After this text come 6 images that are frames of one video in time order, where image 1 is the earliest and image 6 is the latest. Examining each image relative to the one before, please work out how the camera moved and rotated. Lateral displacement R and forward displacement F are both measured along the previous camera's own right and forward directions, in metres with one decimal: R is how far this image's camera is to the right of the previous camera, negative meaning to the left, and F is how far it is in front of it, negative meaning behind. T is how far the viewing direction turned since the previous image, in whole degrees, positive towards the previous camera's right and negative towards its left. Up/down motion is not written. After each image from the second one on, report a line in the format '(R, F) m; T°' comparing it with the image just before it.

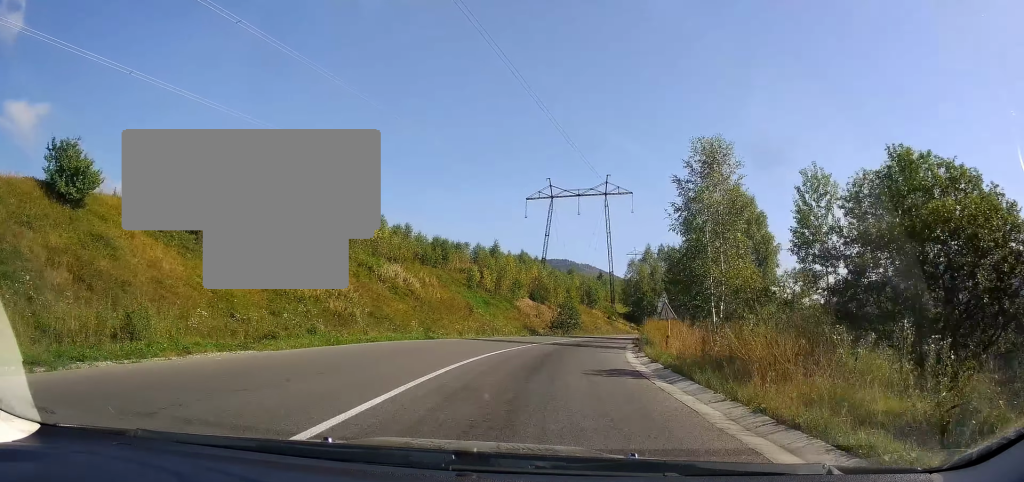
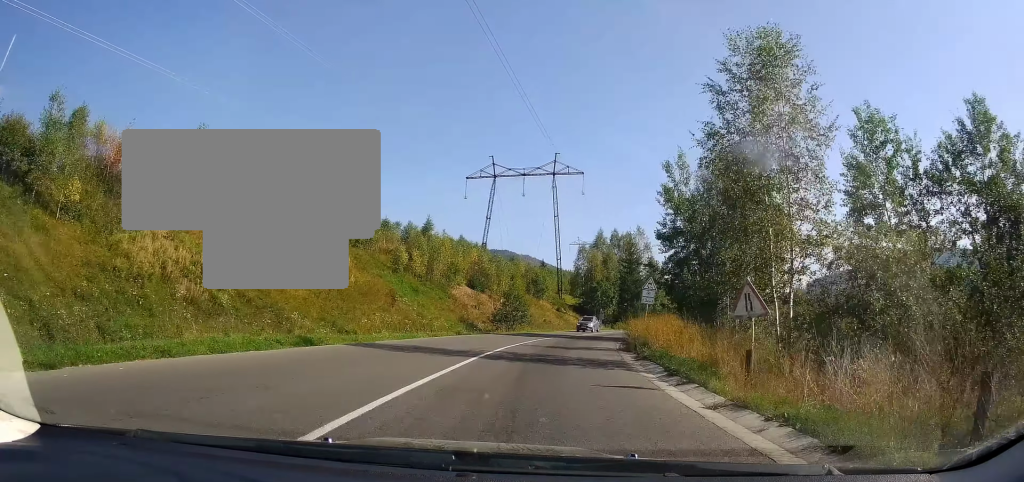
(+0.6, +12.0) m; +6°
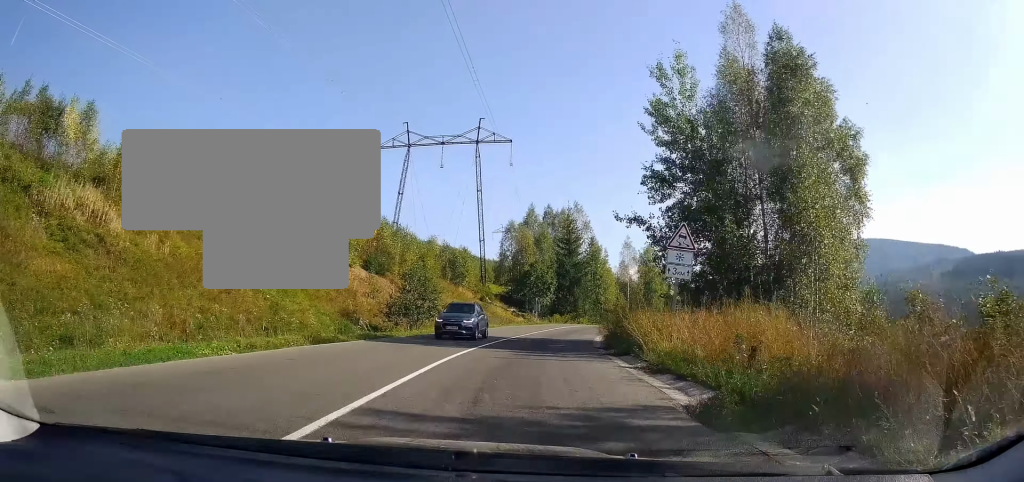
(+1.5, +18.1) m; +8°
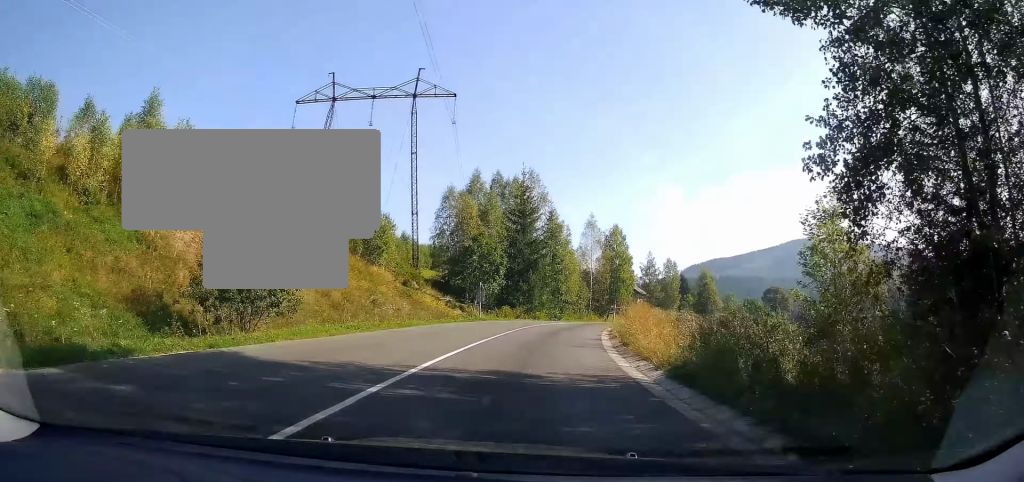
(+1.3, +18.8) m; +7°
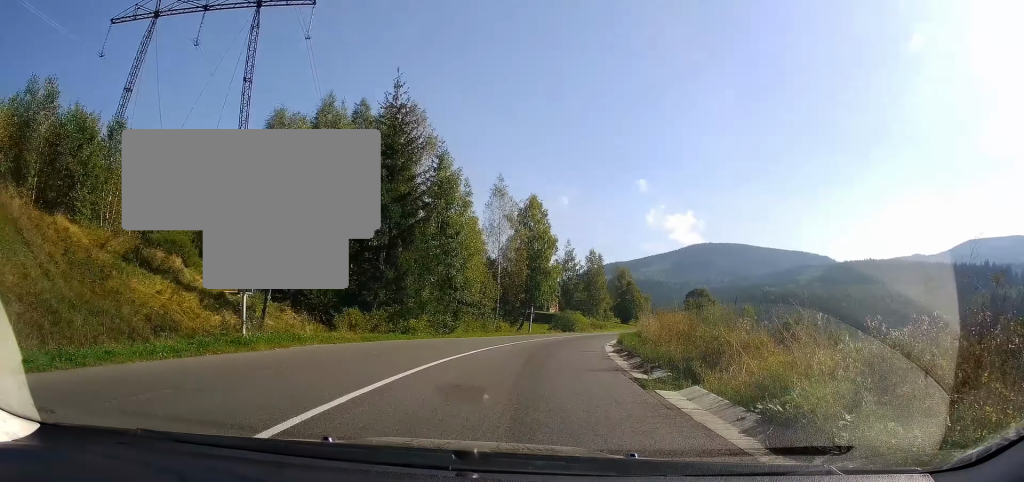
(+2.1, +28.6) m; +8°
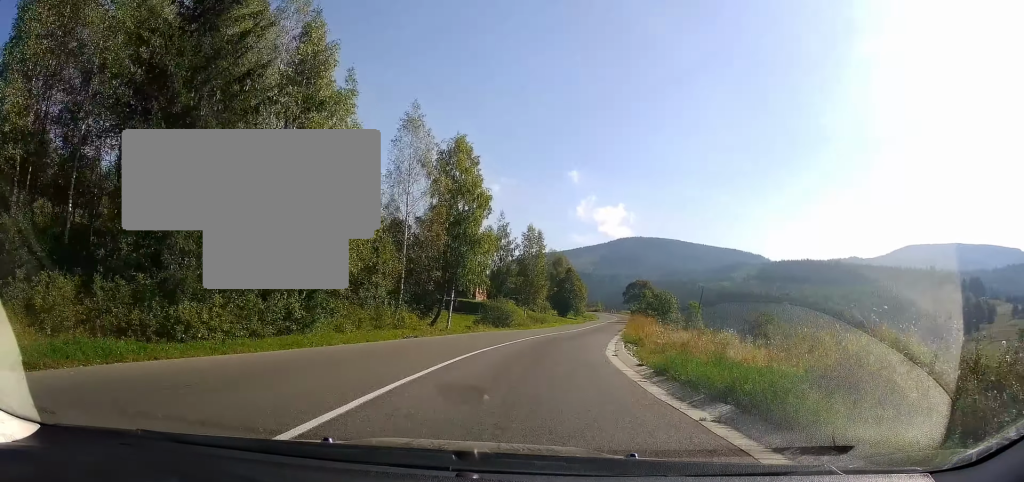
(+0.7, +19.3) m; +6°
